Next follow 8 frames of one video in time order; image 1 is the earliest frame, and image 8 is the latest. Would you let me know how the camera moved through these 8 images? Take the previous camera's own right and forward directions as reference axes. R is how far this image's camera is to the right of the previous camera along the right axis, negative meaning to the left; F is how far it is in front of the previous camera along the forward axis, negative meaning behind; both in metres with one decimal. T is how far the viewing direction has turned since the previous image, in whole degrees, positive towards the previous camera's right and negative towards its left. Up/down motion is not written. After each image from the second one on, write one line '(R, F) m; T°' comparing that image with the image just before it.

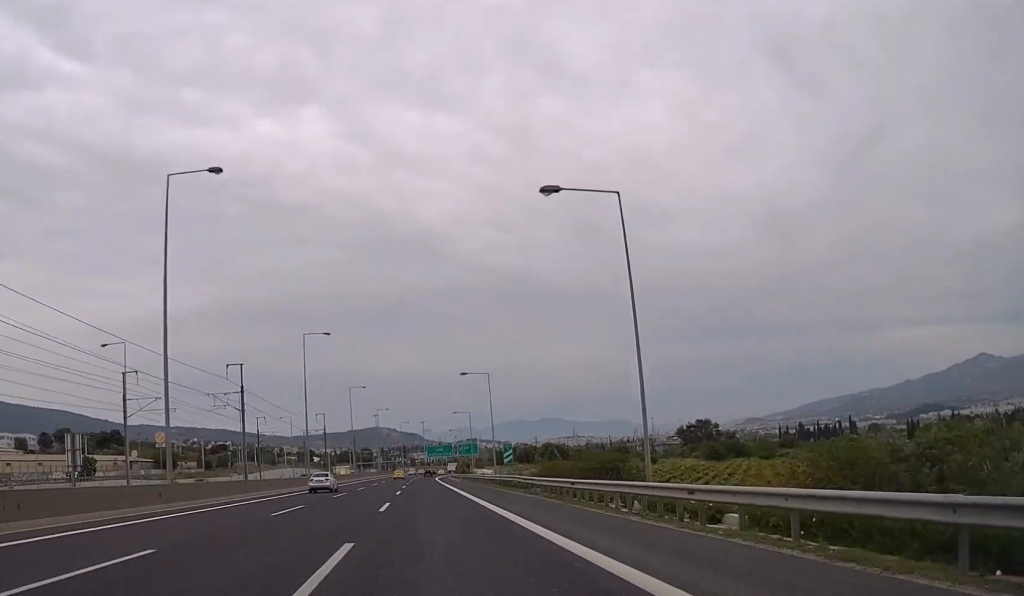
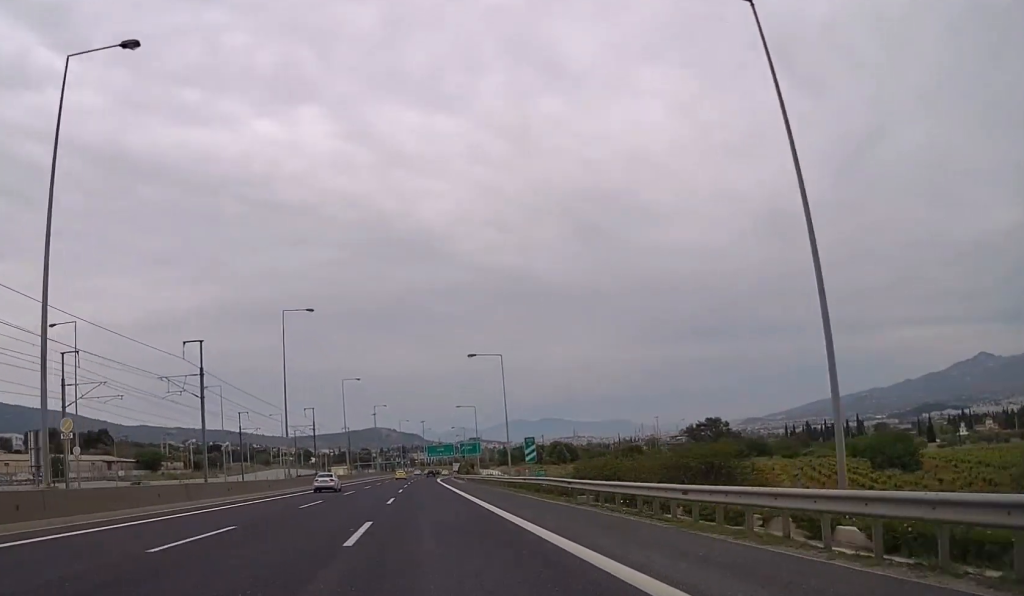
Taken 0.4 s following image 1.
(0.0, +11.7) m; 0°
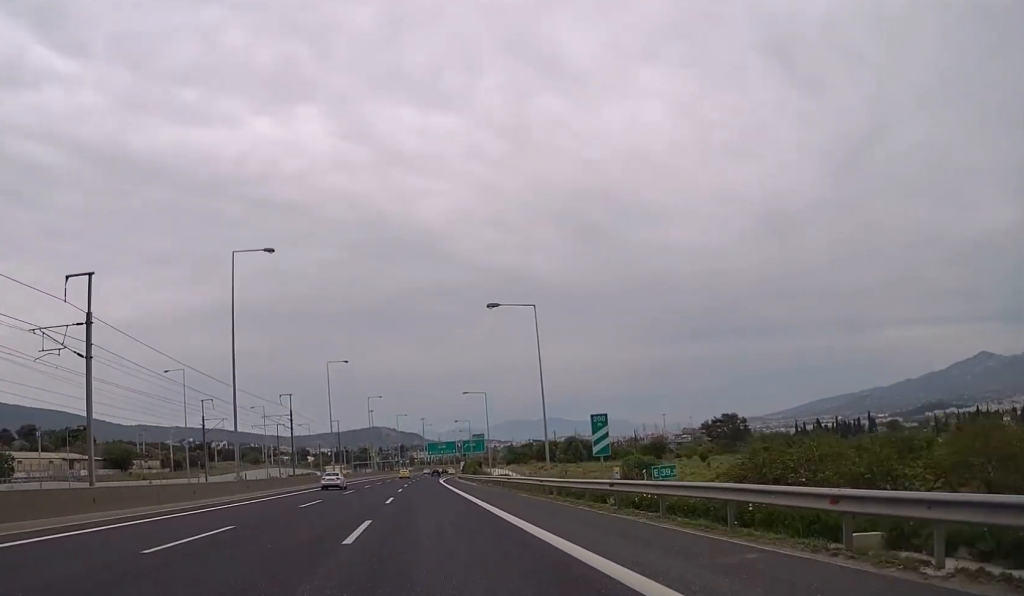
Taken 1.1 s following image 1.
(+0.1, +18.0) m; 0°
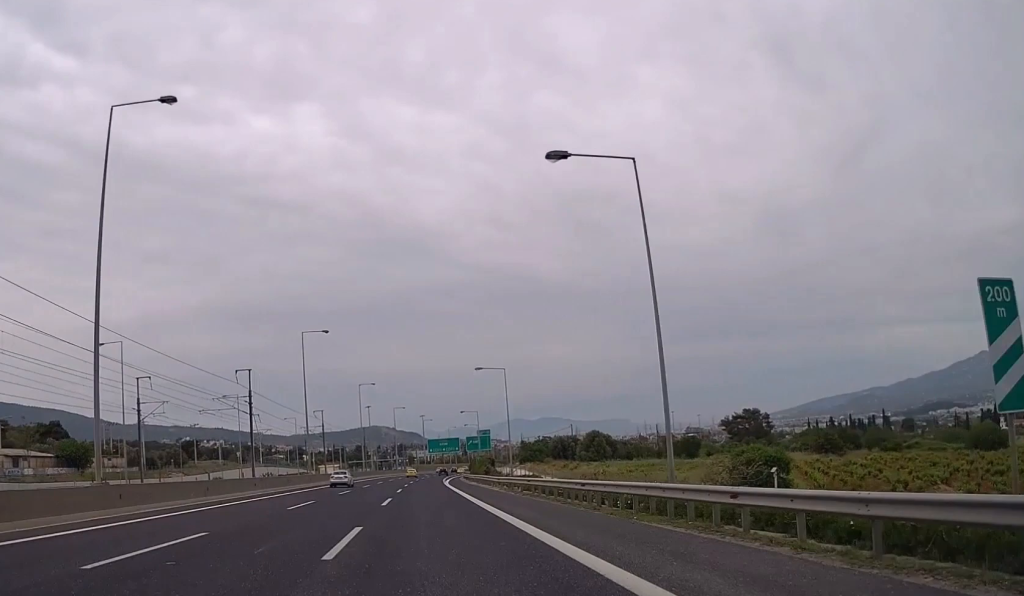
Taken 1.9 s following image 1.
(+0.1, +21.6) m; 0°
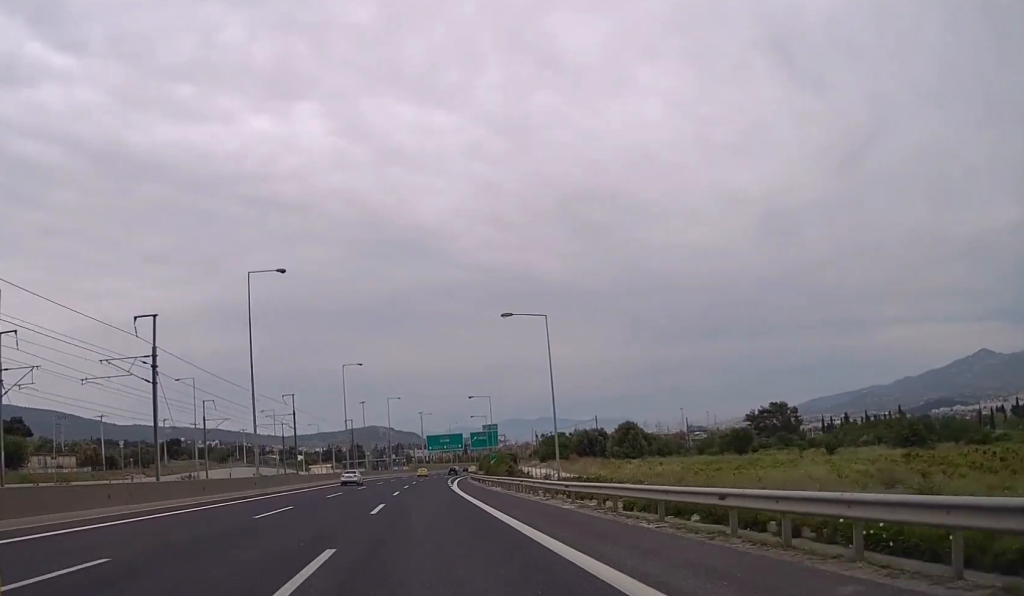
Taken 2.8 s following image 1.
(-0.2, +23.4) m; 0°
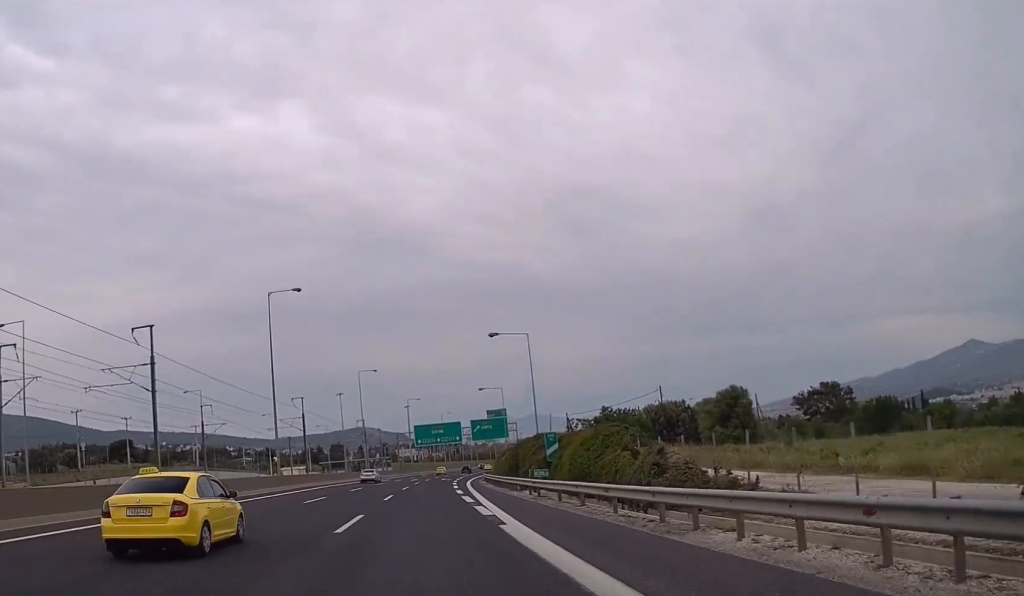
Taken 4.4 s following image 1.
(+0.4, +43.3) m; +1°
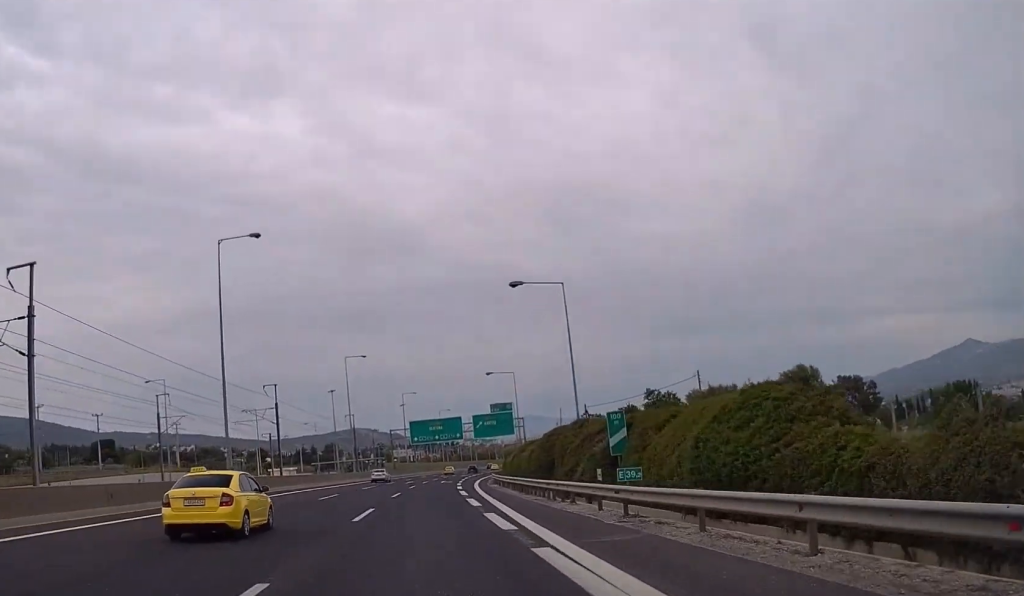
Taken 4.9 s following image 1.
(0.0, +14.4) m; 0°
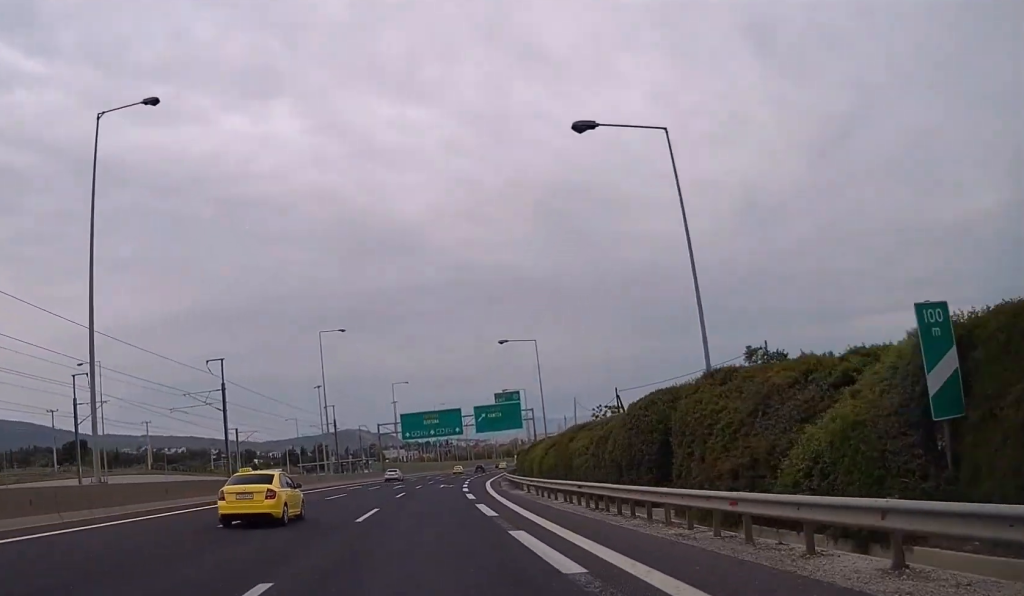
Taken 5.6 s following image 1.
(+0.1, +18.0) m; 0°
